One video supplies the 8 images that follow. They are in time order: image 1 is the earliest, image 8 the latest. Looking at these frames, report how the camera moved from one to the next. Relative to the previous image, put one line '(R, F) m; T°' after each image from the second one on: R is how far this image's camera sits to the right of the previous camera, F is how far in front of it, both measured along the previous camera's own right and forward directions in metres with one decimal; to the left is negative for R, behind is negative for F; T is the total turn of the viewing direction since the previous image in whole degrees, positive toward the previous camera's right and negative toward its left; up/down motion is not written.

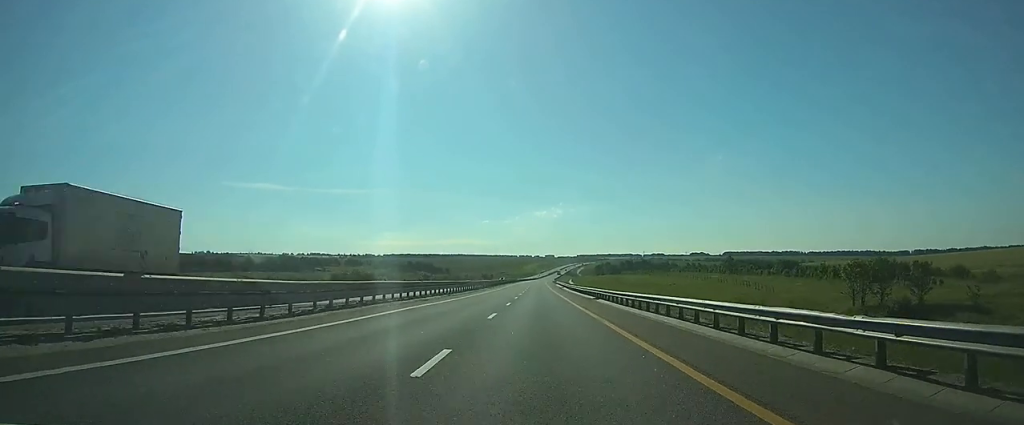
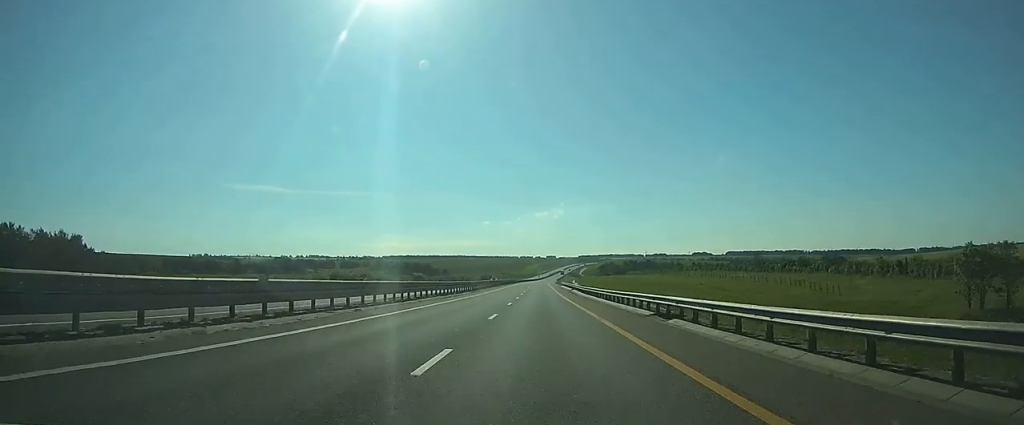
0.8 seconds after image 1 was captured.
(-0.1, +23.6) m; 0°
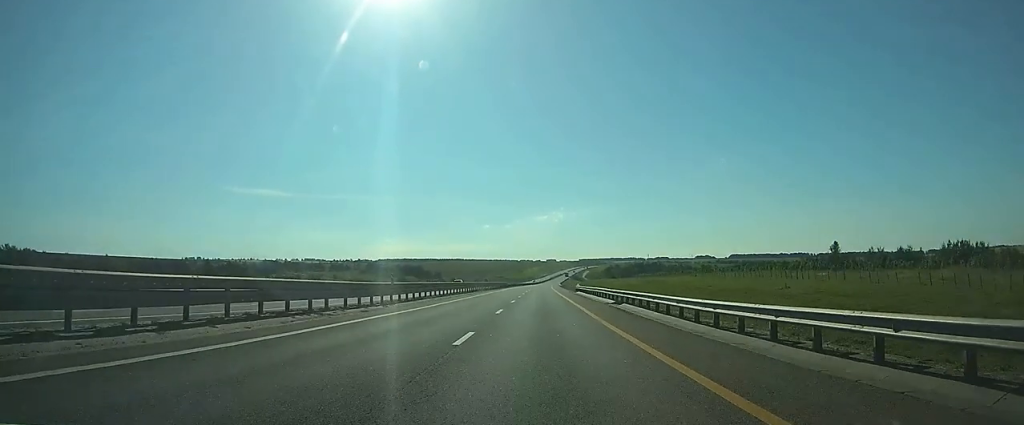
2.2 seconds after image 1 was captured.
(0.0, +43.7) m; 0°
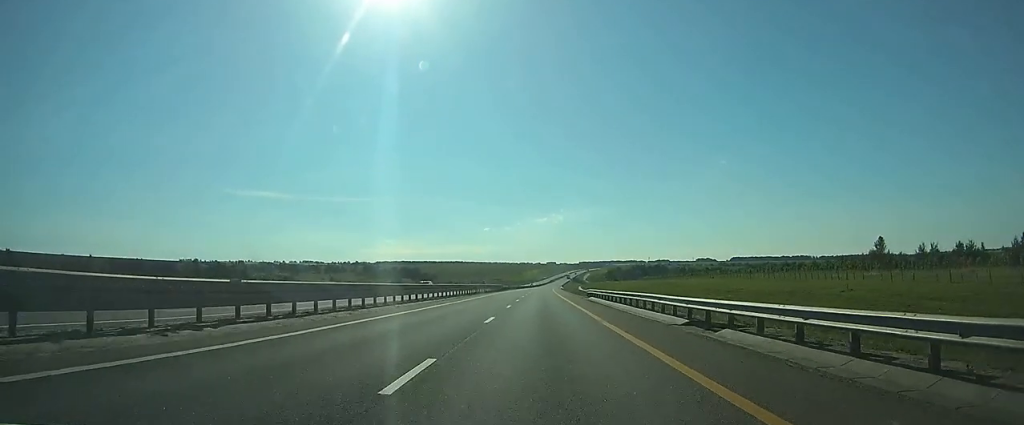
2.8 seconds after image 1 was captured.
(0.0, +17.1) m; 0°
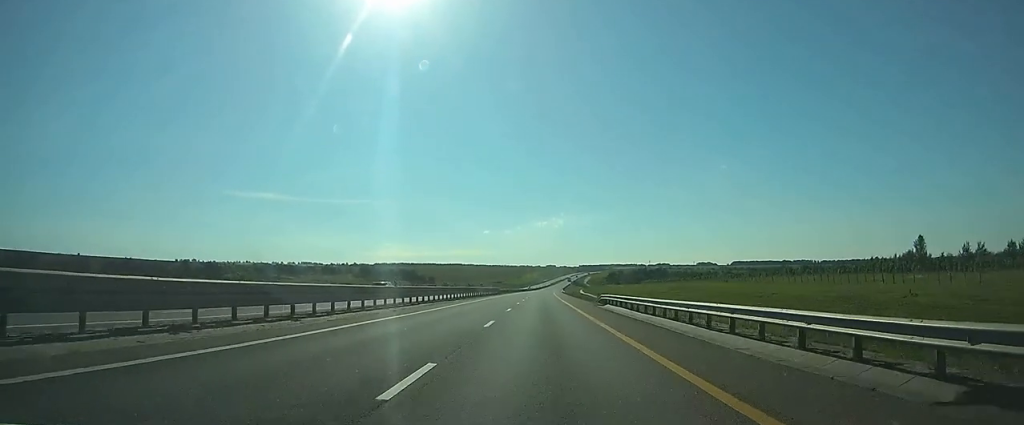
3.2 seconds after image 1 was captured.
(0.0, +12.0) m; 0°
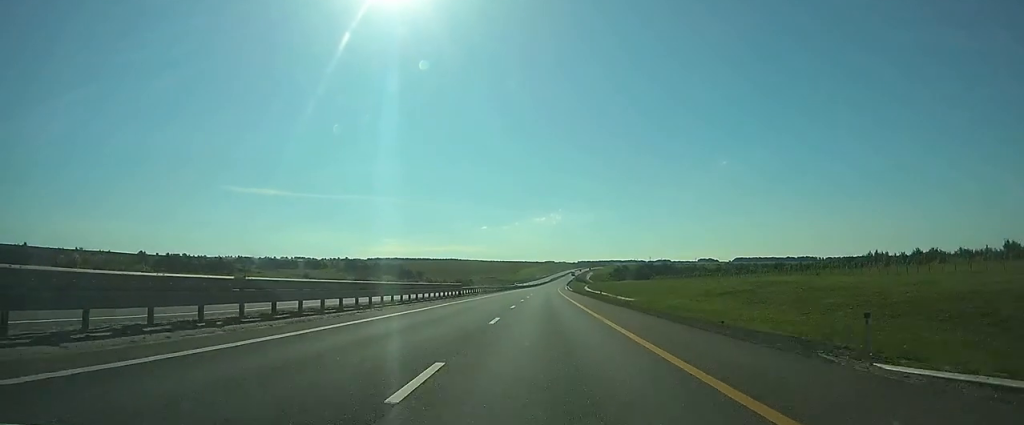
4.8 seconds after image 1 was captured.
(-0.1, +47.6) m; 0°
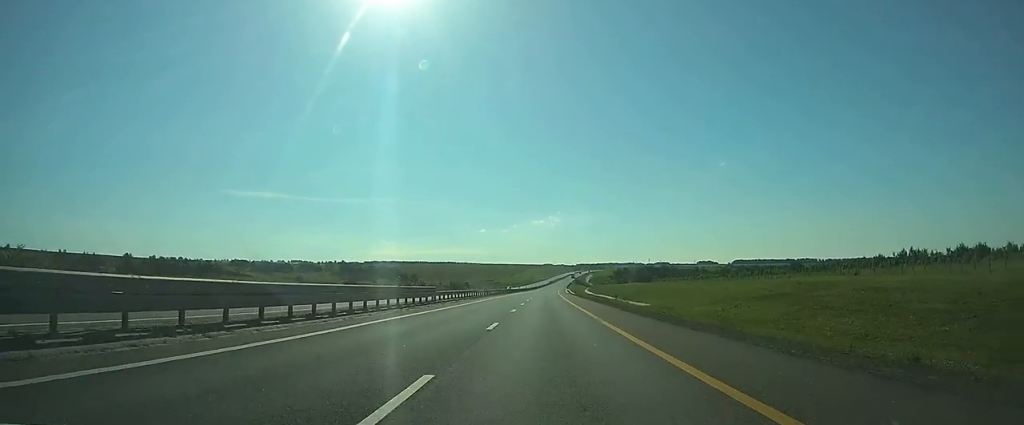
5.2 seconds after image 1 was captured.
(+0.1, +12.8) m; 0°
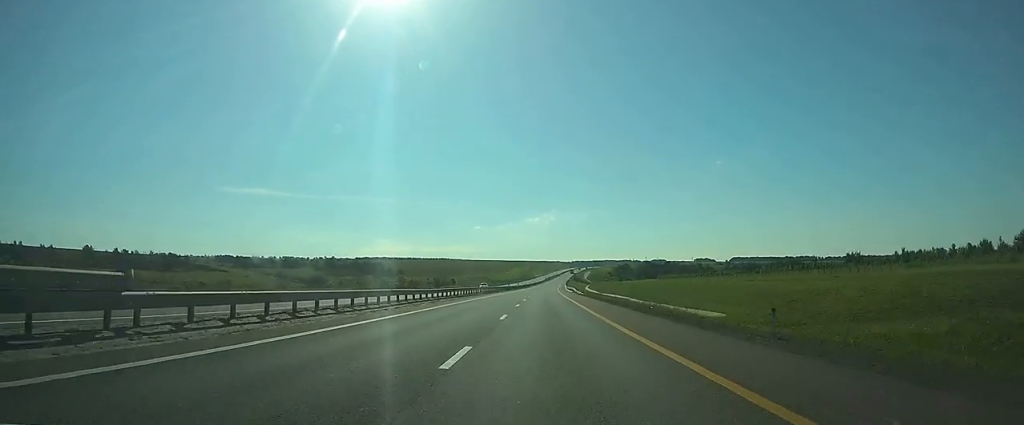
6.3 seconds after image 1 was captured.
(+0.1, +32.1) m; 0°
